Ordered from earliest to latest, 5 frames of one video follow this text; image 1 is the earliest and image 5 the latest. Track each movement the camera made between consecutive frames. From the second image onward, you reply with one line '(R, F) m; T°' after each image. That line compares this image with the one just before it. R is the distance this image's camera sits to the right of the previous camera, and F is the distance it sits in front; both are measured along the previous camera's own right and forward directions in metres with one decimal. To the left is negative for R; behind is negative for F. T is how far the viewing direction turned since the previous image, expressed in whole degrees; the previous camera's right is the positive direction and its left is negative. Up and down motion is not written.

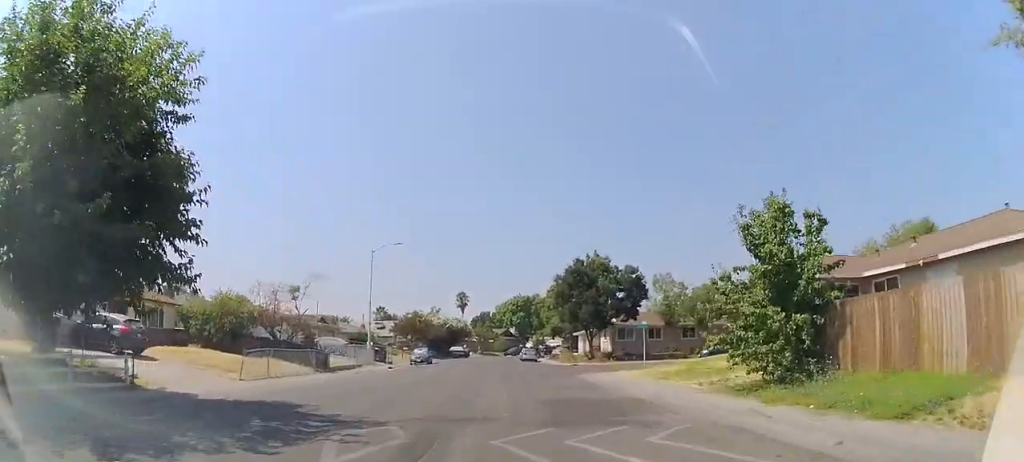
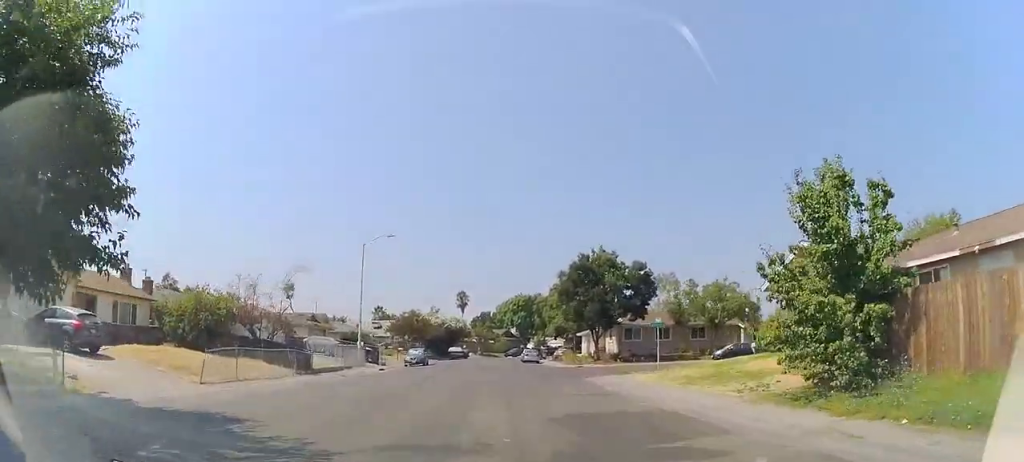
(+0.1, +3.1) m; 0°
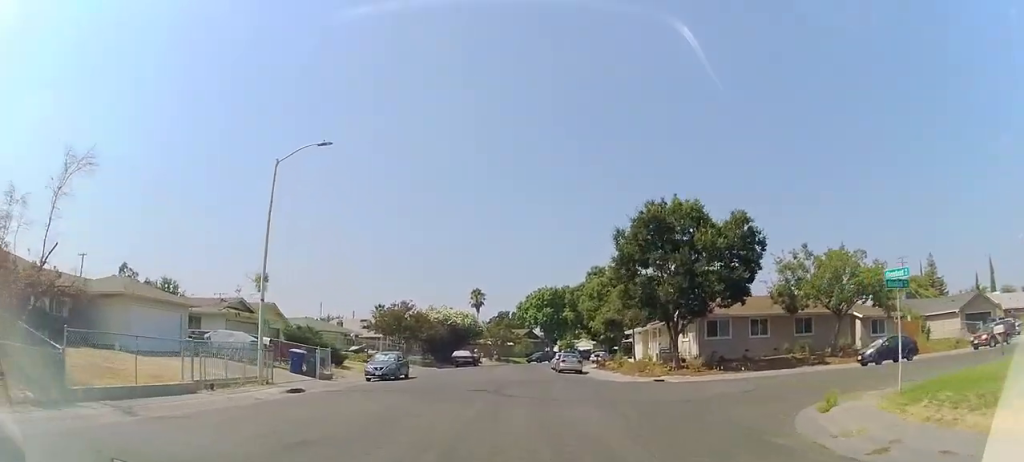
(-1.2, +18.4) m; -3°
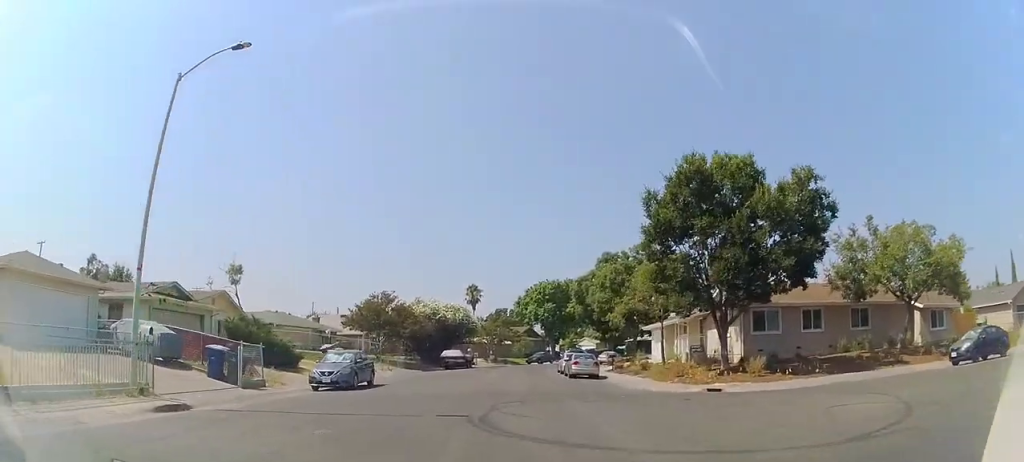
(+0.6, +7.1) m; +3°
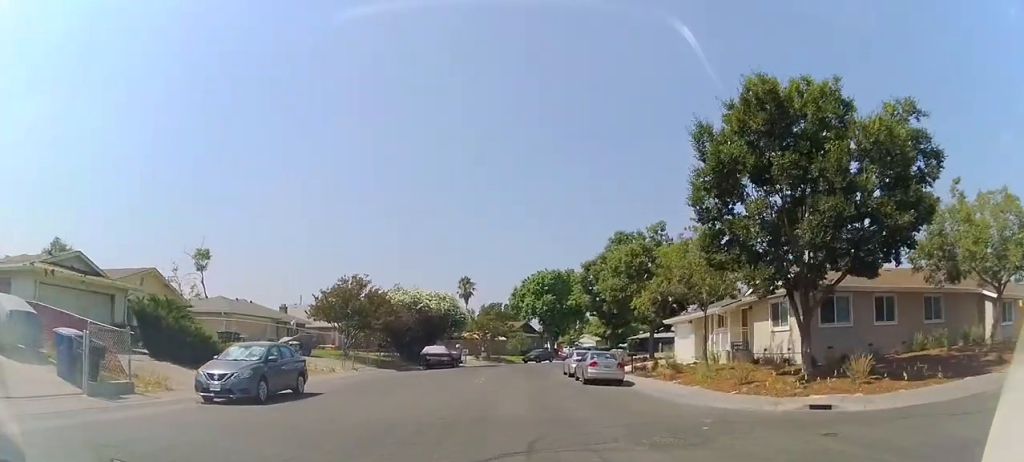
(-0.2, +7.3) m; -3°
